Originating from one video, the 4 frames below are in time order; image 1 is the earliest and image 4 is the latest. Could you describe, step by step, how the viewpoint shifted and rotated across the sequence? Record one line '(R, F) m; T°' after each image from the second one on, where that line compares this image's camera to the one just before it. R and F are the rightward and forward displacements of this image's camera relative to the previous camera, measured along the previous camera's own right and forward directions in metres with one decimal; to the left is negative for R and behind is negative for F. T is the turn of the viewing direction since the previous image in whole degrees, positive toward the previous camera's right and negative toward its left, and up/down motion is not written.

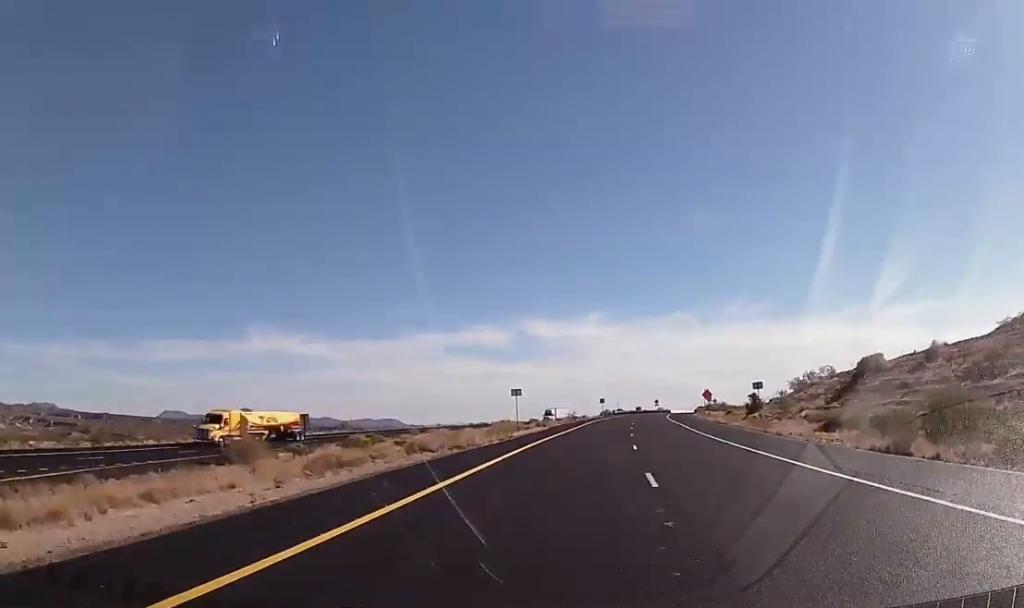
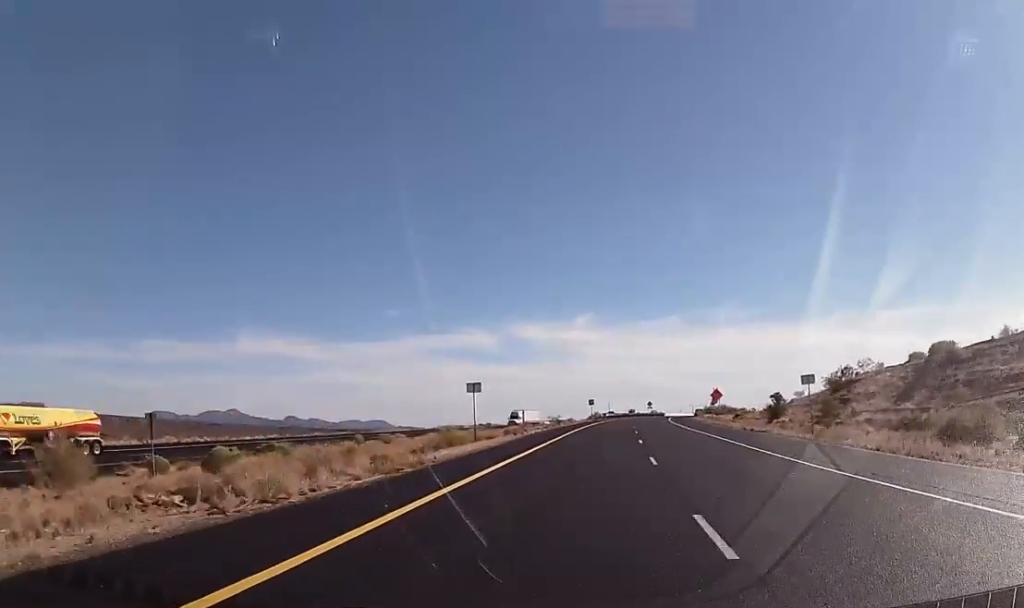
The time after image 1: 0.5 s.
(+0.1, +18.9) m; 0°
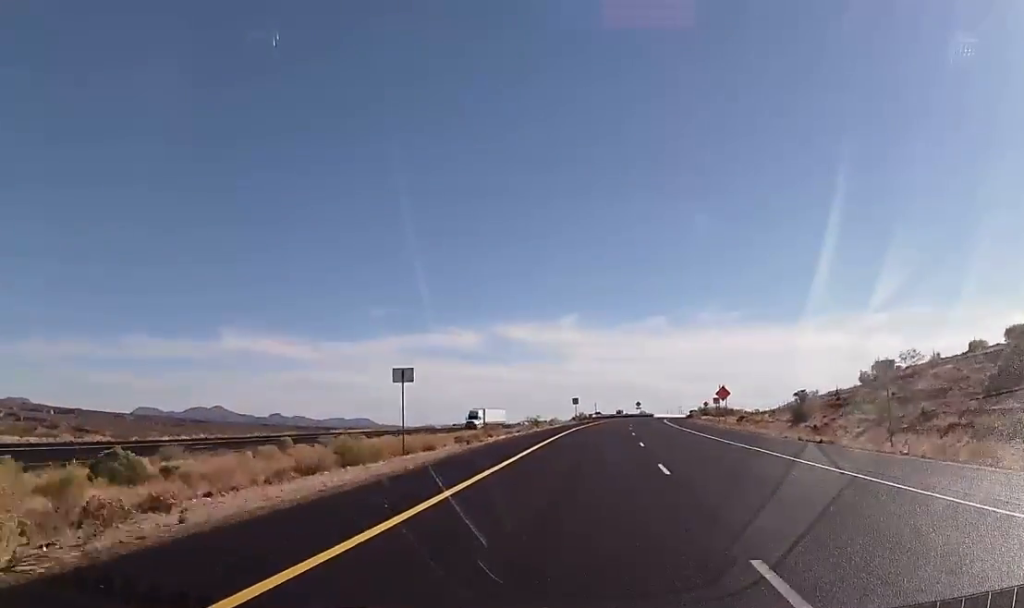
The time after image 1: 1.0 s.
(0.0, +15.4) m; 0°
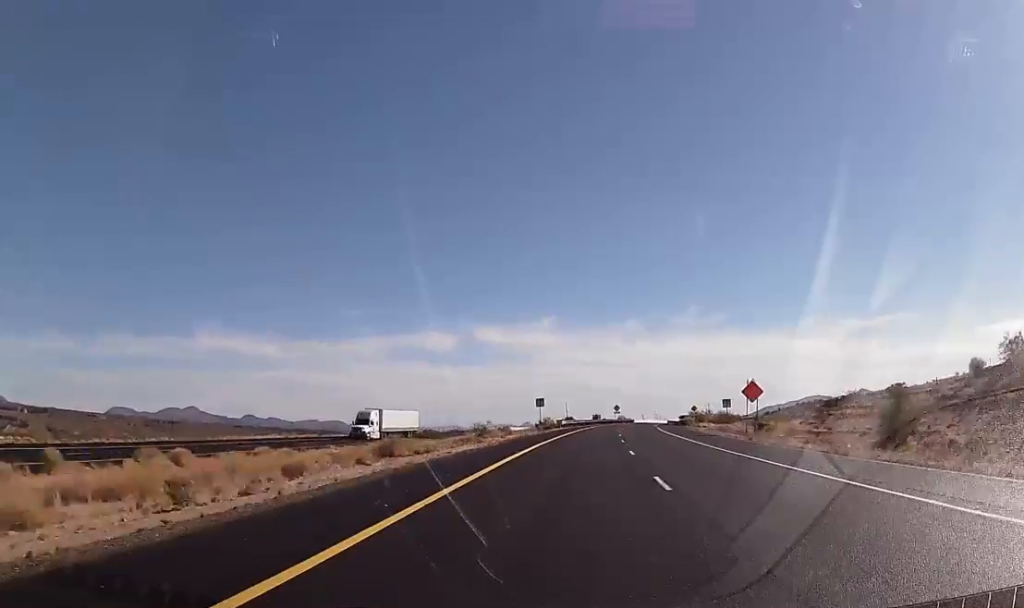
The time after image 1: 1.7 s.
(+0.1, +27.1) m; +1°
